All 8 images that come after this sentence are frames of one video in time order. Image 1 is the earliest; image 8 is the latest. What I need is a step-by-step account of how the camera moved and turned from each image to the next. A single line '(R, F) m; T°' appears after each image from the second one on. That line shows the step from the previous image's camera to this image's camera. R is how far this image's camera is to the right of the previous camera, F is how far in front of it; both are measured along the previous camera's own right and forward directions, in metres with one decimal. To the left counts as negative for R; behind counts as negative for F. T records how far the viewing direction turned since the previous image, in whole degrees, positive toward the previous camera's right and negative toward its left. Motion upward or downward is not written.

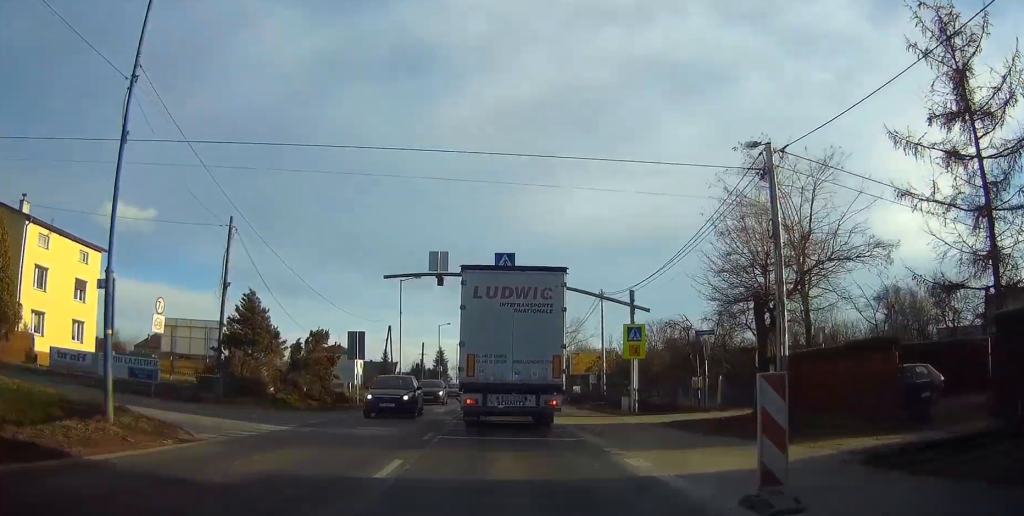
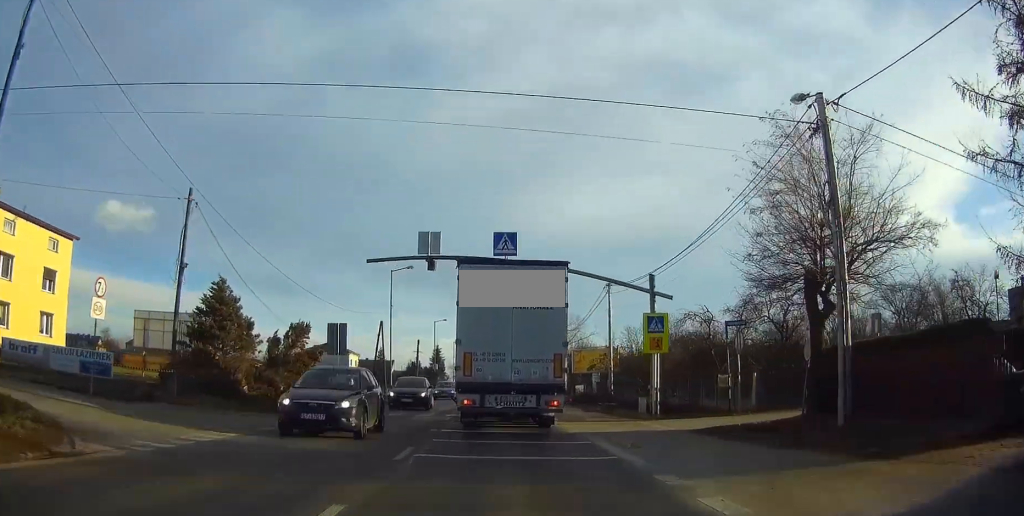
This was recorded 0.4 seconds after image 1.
(0.0, +3.9) m; 0°
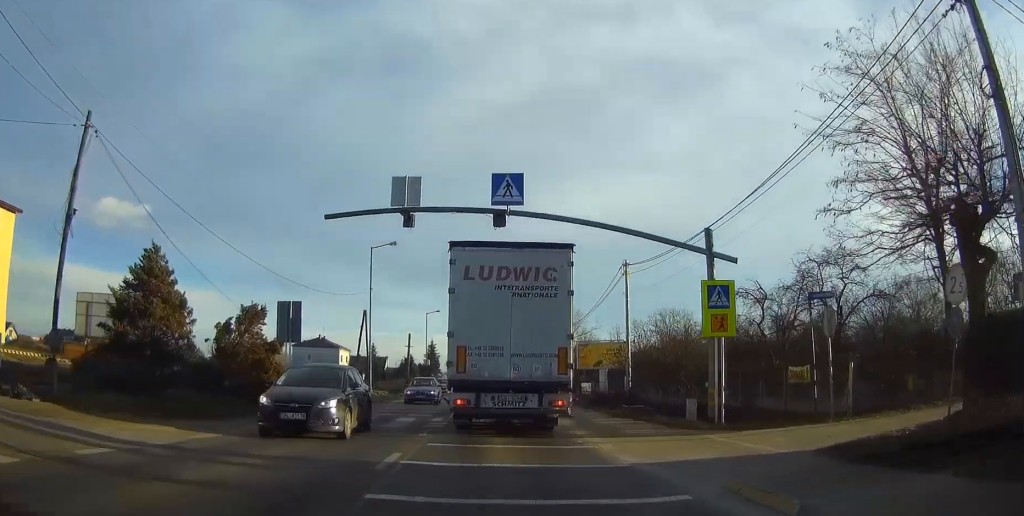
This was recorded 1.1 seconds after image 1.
(0.0, +6.6) m; 0°
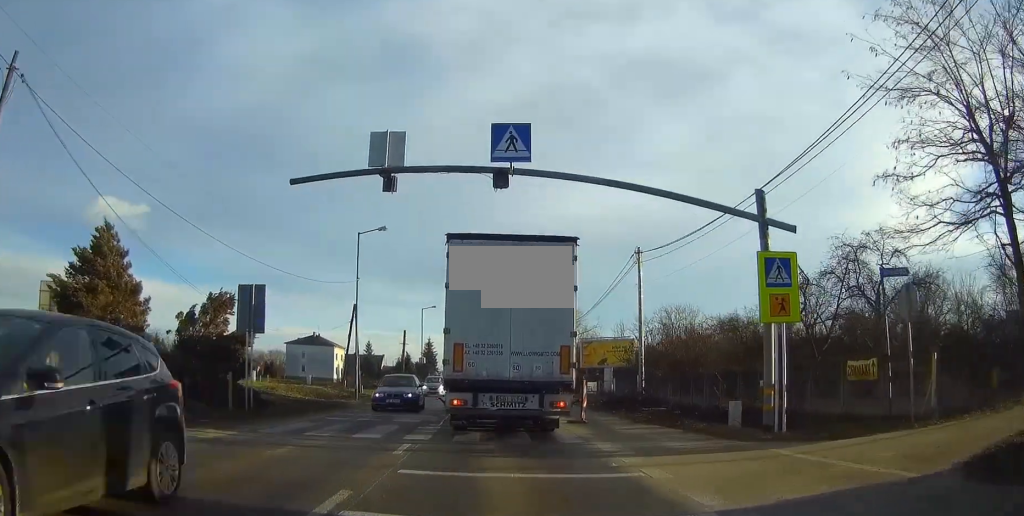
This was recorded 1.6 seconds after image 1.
(0.0, +4.0) m; 0°
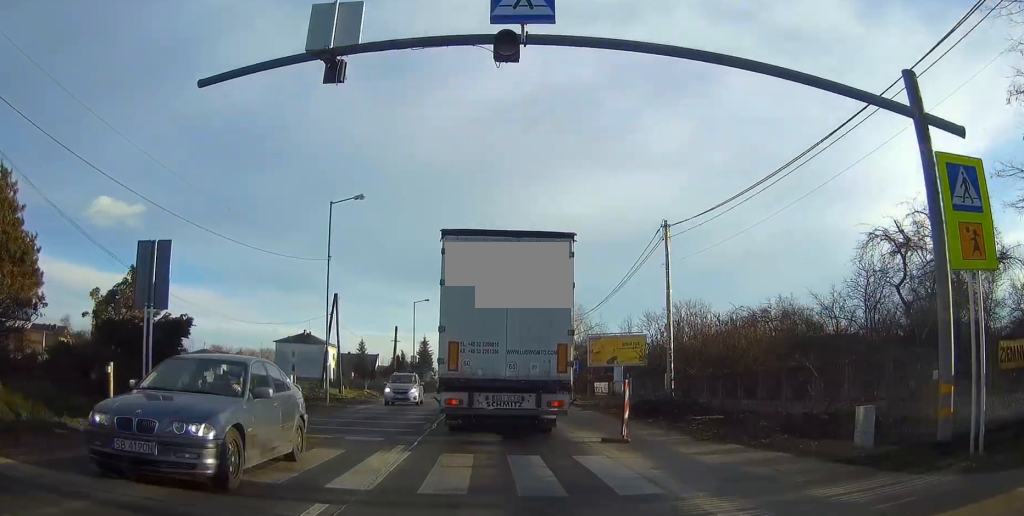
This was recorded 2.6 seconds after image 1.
(0.0, +7.4) m; +2°
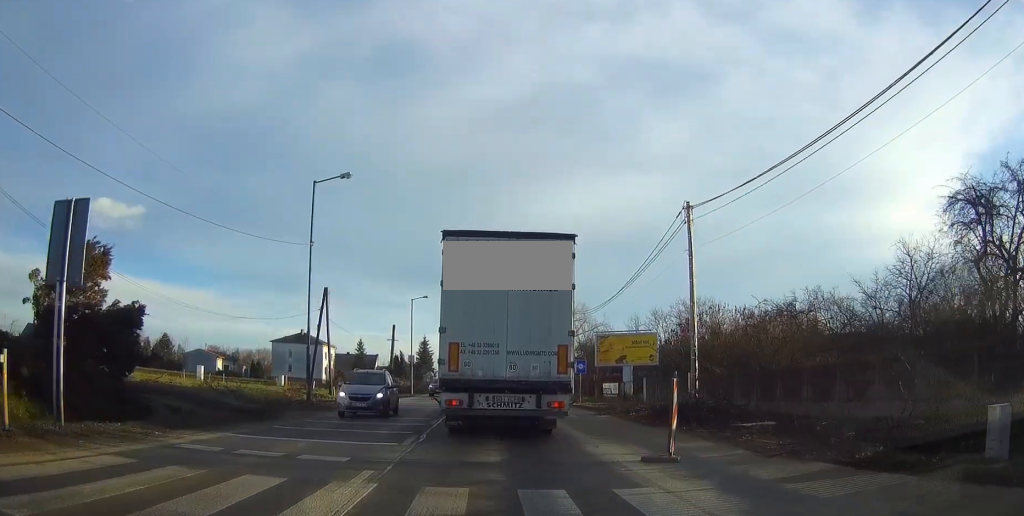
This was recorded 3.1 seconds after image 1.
(+0.1, +3.8) m; +1°
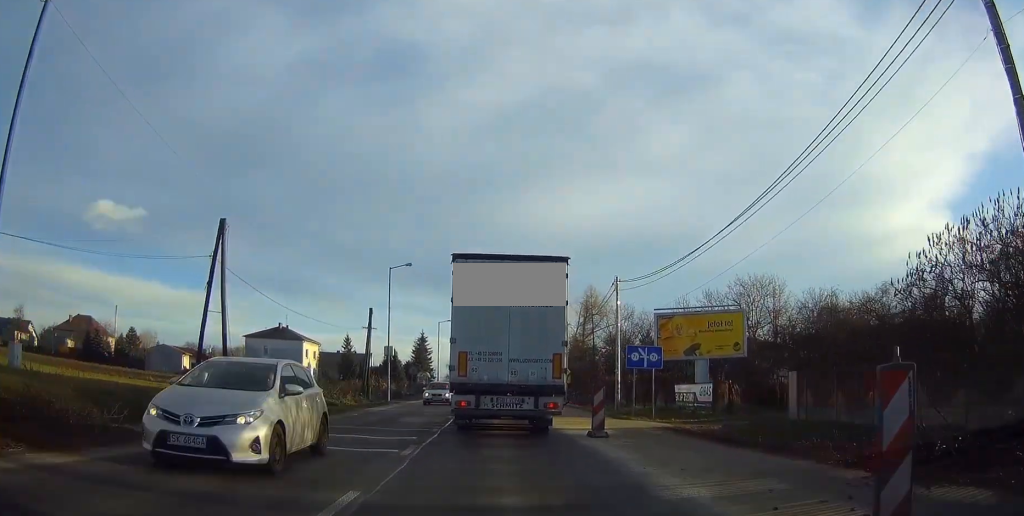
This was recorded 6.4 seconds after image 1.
(-0.2, +18.3) m; 0°
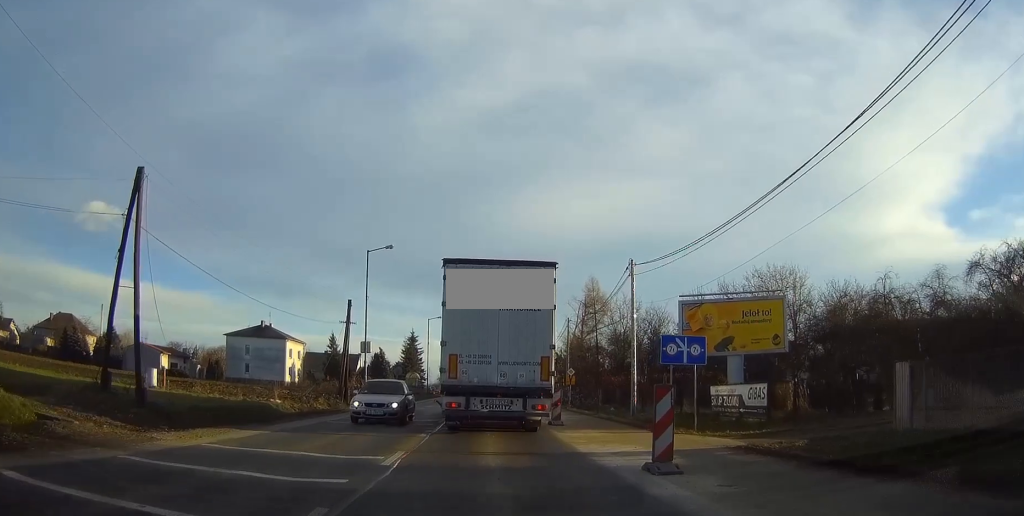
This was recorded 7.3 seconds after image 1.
(0.0, +6.0) m; 0°
